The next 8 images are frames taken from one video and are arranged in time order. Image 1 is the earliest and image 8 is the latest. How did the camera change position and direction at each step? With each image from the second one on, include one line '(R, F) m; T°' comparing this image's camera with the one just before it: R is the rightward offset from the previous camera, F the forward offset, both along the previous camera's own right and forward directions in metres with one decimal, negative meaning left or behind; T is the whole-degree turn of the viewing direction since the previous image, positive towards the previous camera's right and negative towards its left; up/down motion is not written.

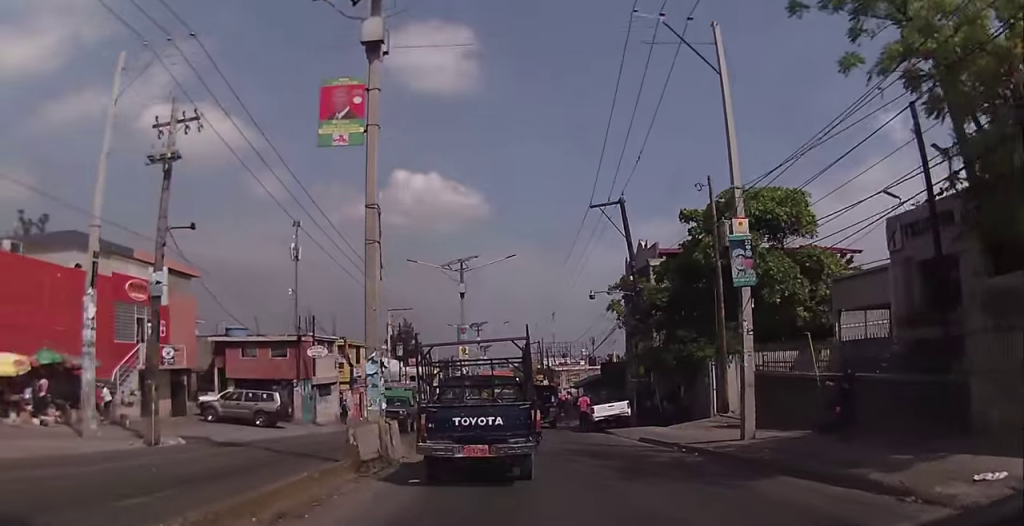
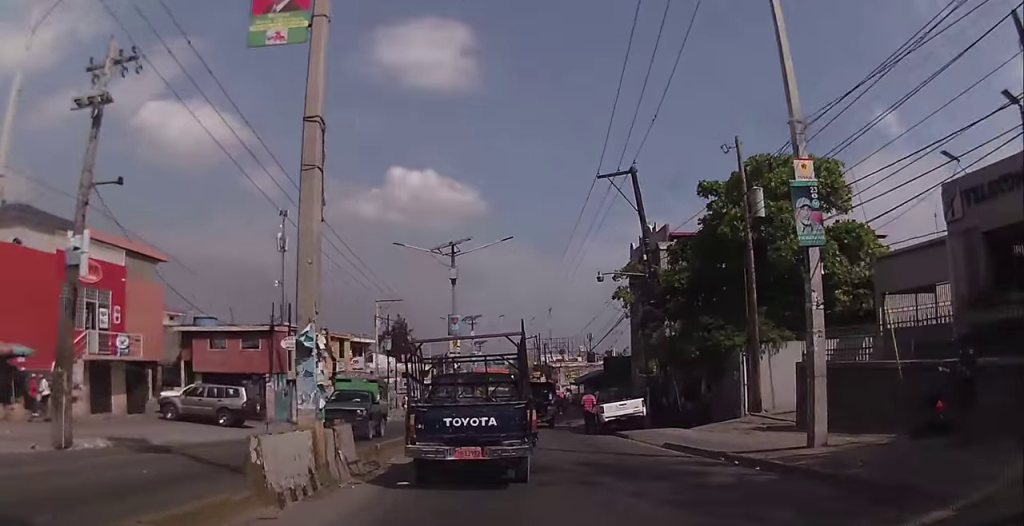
(0.0, +4.0) m; +2°
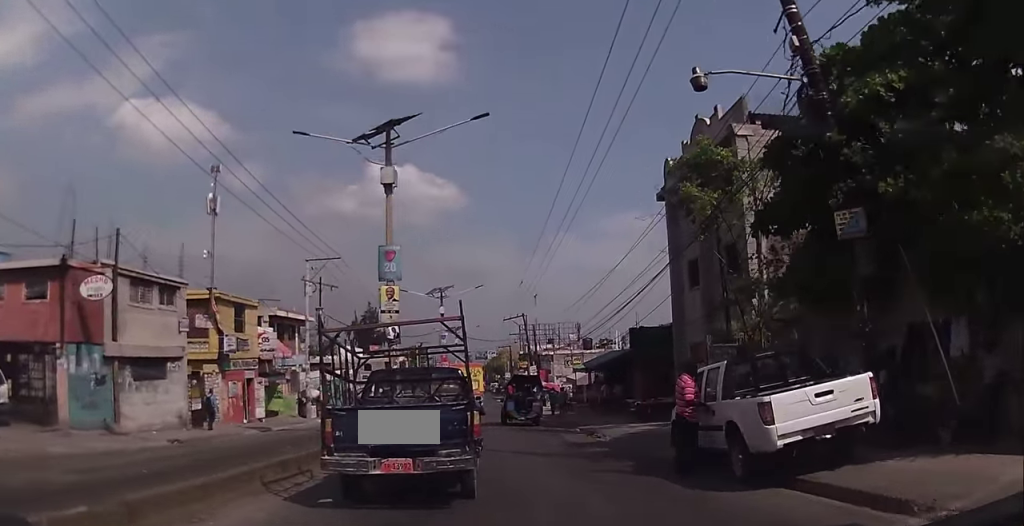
(+1.0, +17.1) m; +2°
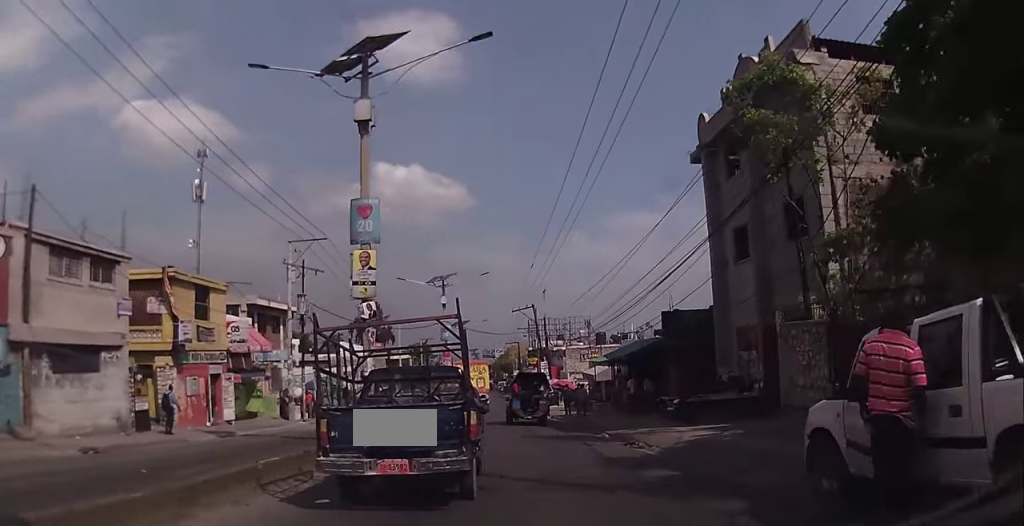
(-0.2, +5.5) m; -2°
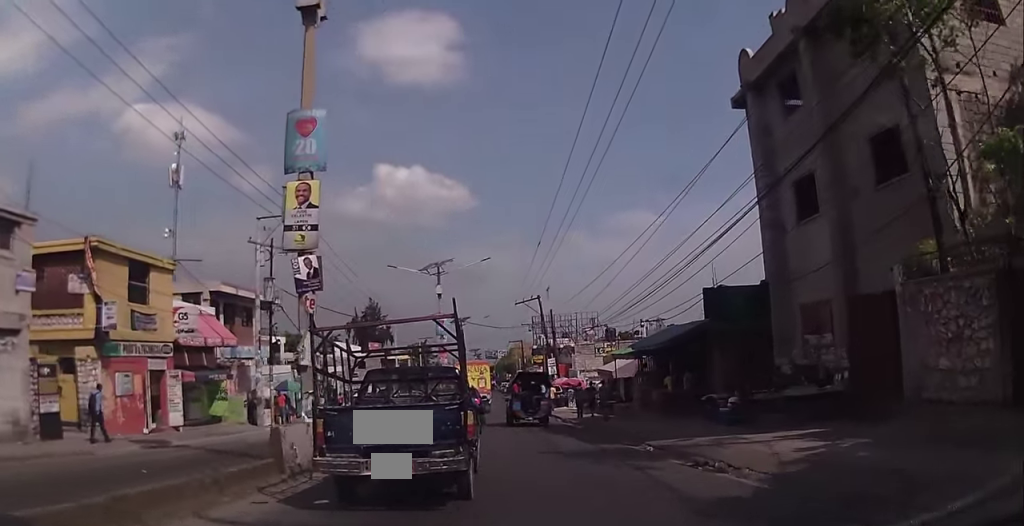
(-0.2, +5.8) m; -1°
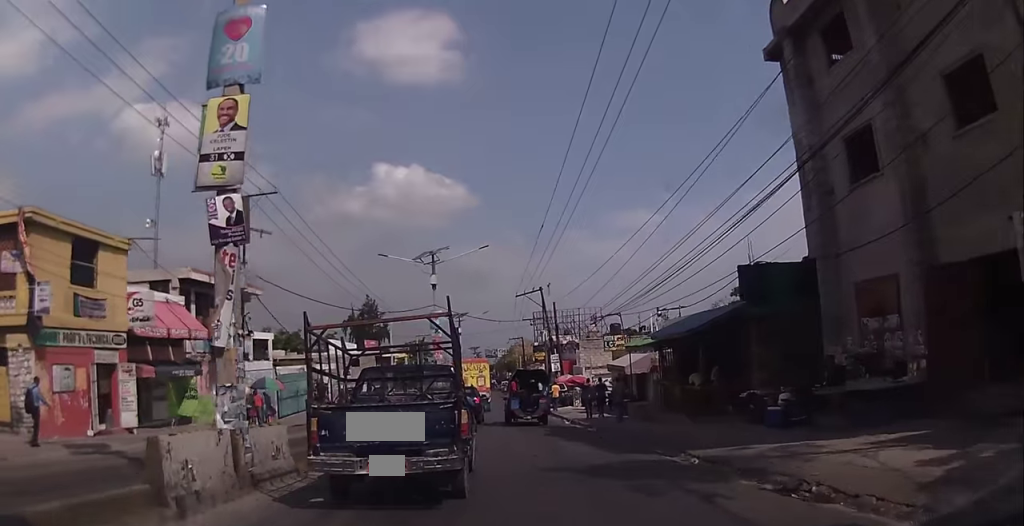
(0.0, +3.5) m; +1°
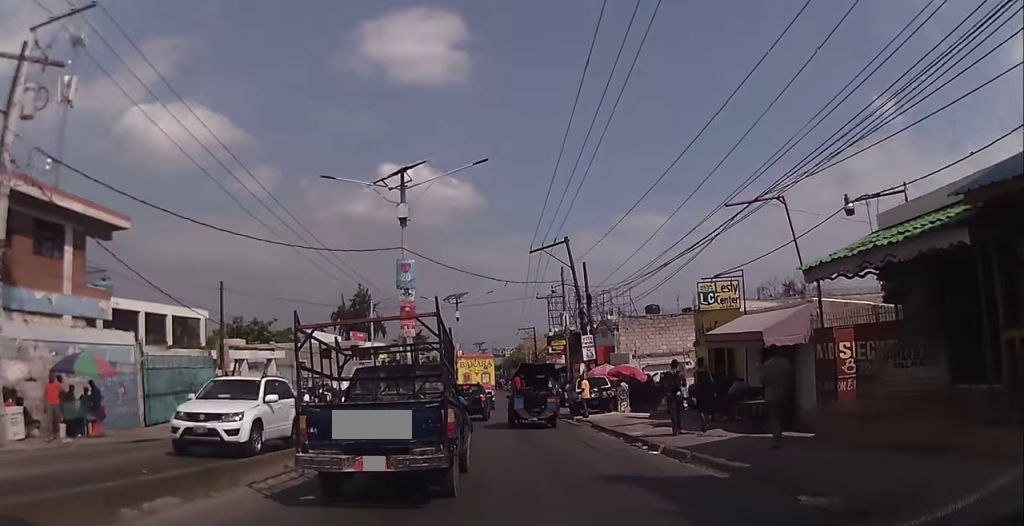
(+0.1, +15.9) m; -1°
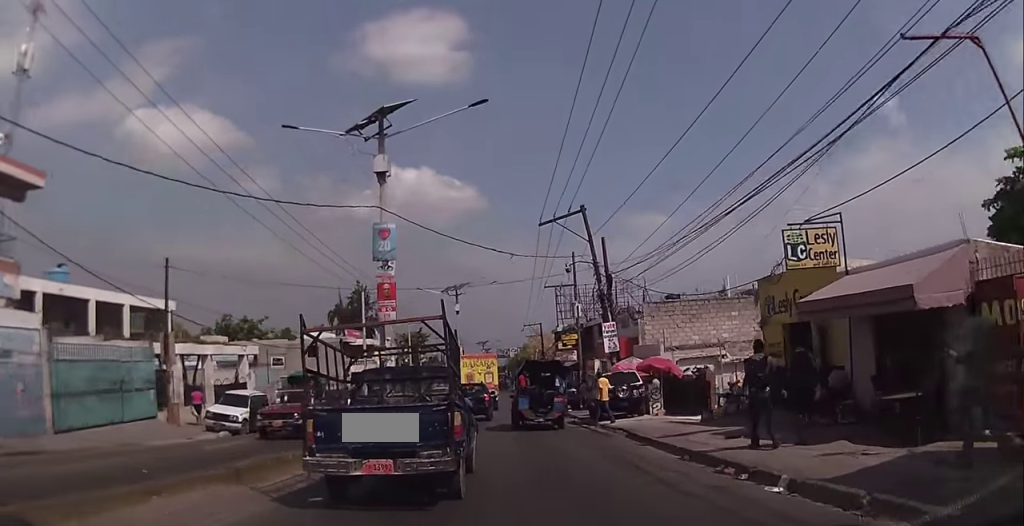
(0.0, +5.9) m; 0°
